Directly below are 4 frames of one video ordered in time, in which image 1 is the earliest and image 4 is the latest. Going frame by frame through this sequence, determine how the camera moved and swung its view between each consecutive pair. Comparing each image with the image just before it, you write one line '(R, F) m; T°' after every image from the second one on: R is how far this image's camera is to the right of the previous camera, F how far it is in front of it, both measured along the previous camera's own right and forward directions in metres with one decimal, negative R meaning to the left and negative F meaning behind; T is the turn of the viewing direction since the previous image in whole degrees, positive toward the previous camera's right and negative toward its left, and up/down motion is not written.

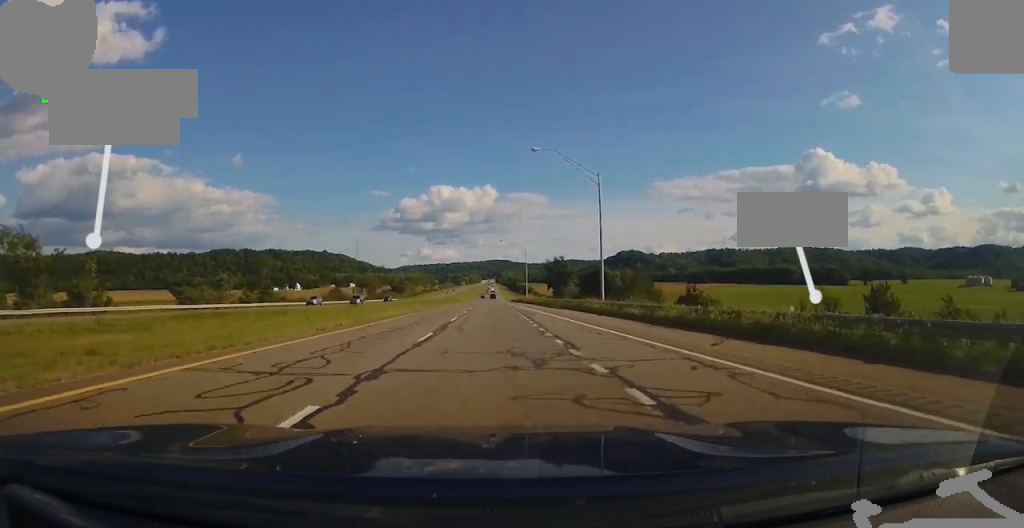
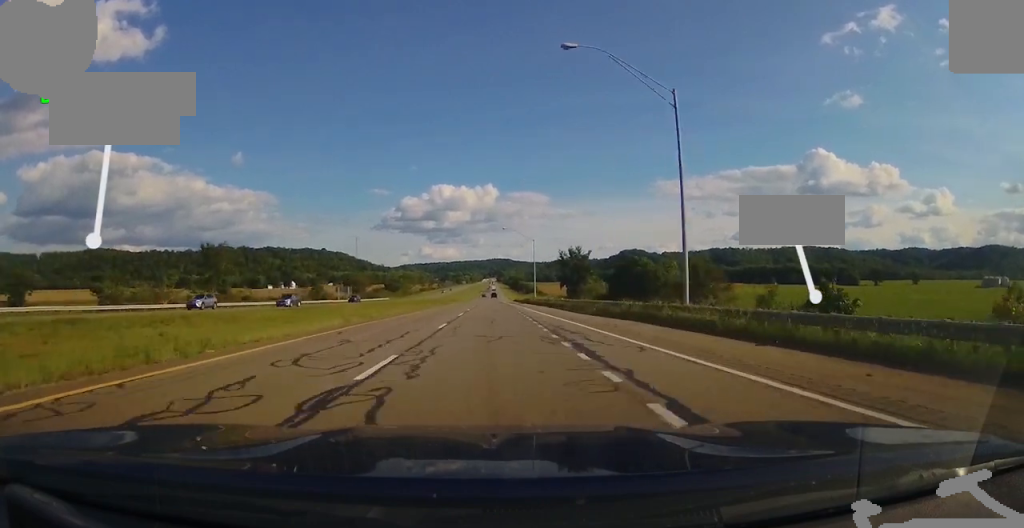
(0.0, +19.2) m; 0°
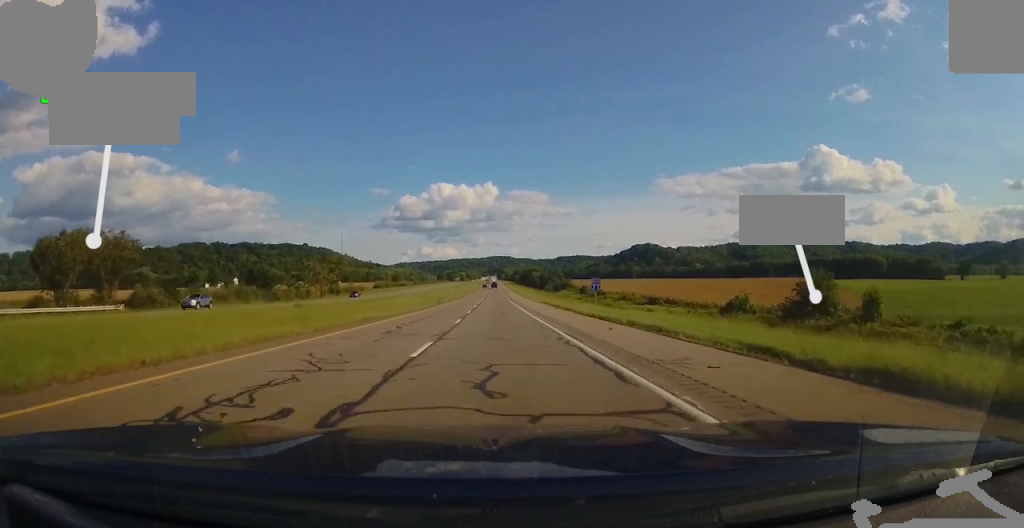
(-0.5, +142.2) m; +1°
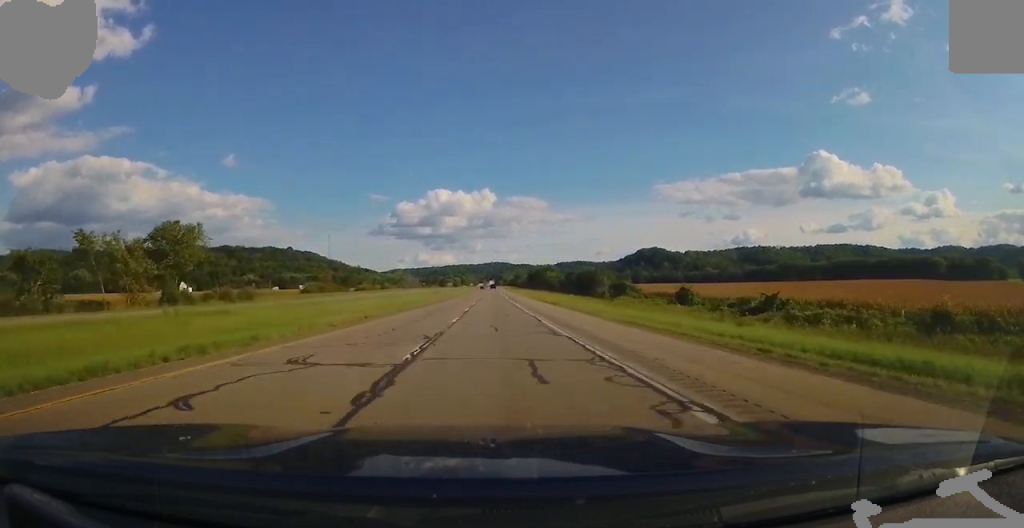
(+0.3, +86.5) m; 0°
